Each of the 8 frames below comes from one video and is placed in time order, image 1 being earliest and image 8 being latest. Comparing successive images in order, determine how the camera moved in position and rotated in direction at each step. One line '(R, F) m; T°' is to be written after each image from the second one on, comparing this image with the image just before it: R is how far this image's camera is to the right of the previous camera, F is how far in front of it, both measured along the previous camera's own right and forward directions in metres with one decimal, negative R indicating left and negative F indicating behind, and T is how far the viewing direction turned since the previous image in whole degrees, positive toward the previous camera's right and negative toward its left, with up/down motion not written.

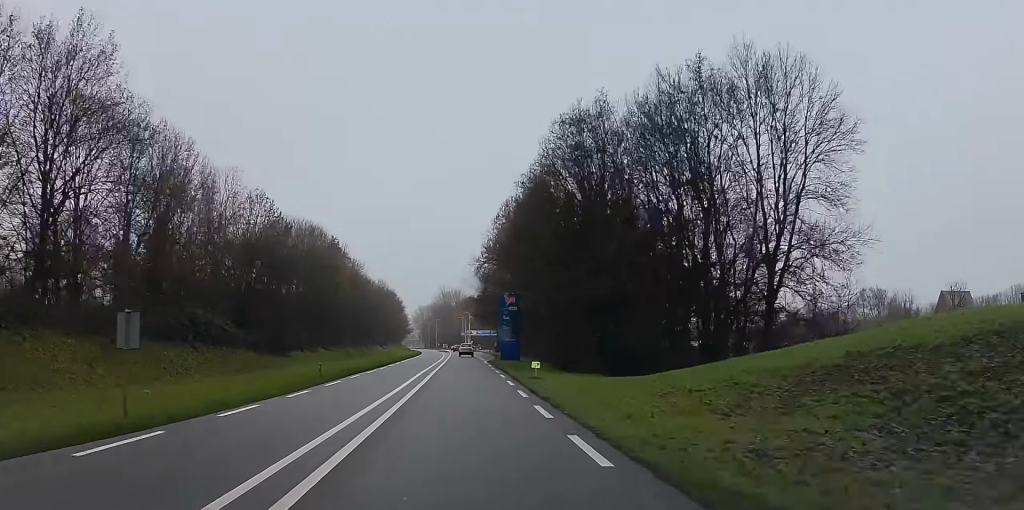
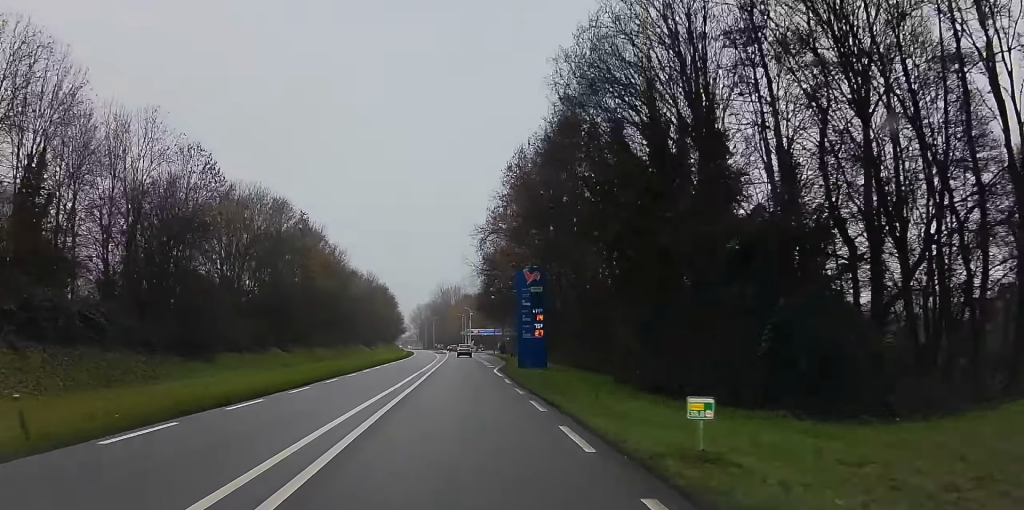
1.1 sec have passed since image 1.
(+0.4, +23.9) m; +5°
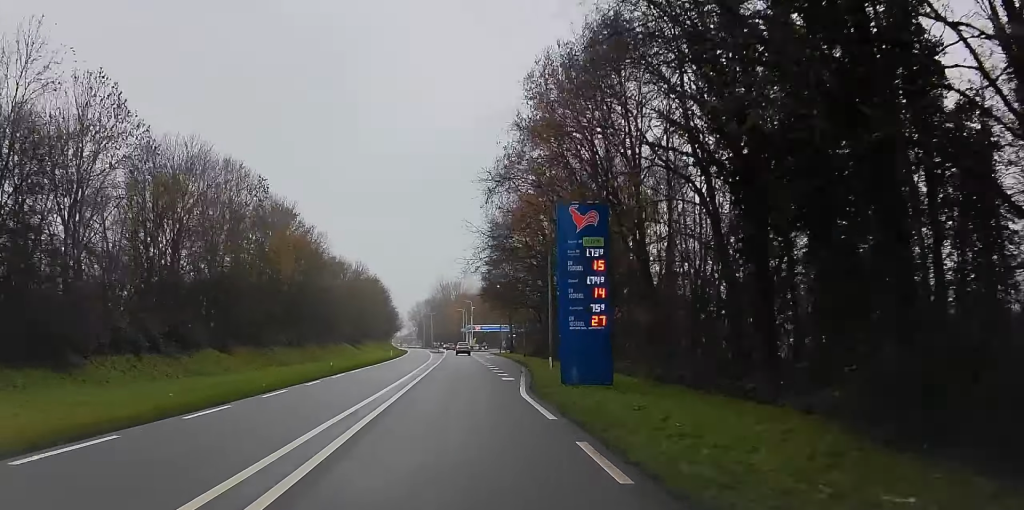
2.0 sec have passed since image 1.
(+1.3, +20.3) m; +3°
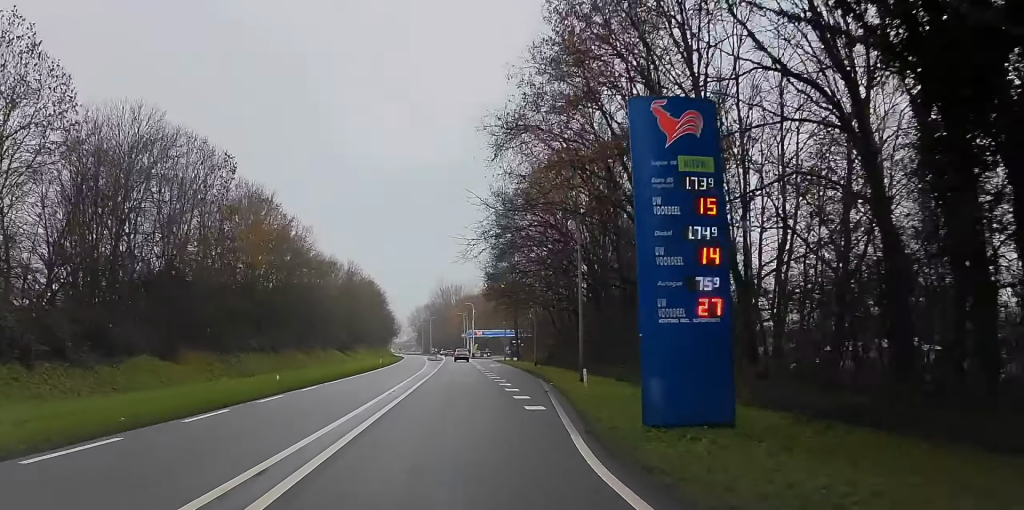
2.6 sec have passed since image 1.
(+0.4, +12.3) m; 0°
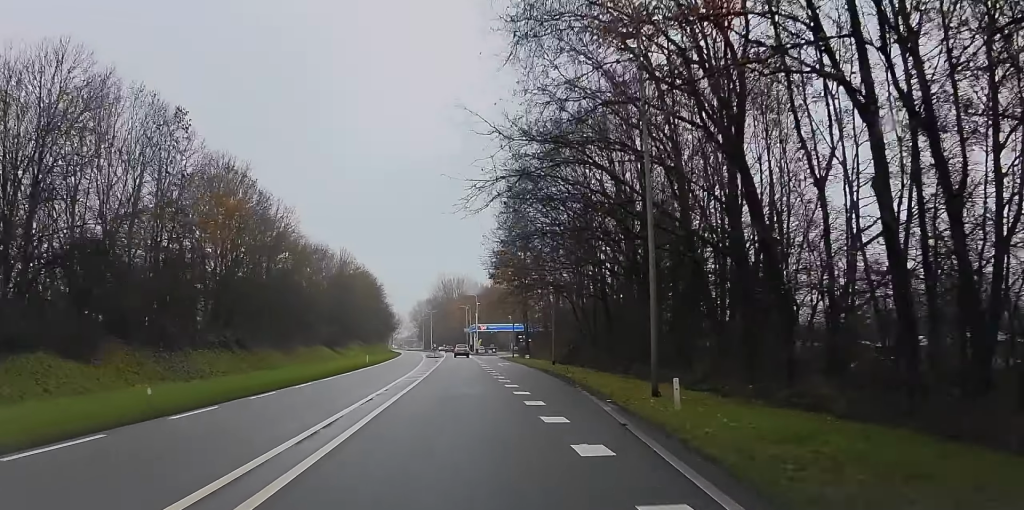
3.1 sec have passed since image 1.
(-0.7, +12.3) m; -2°
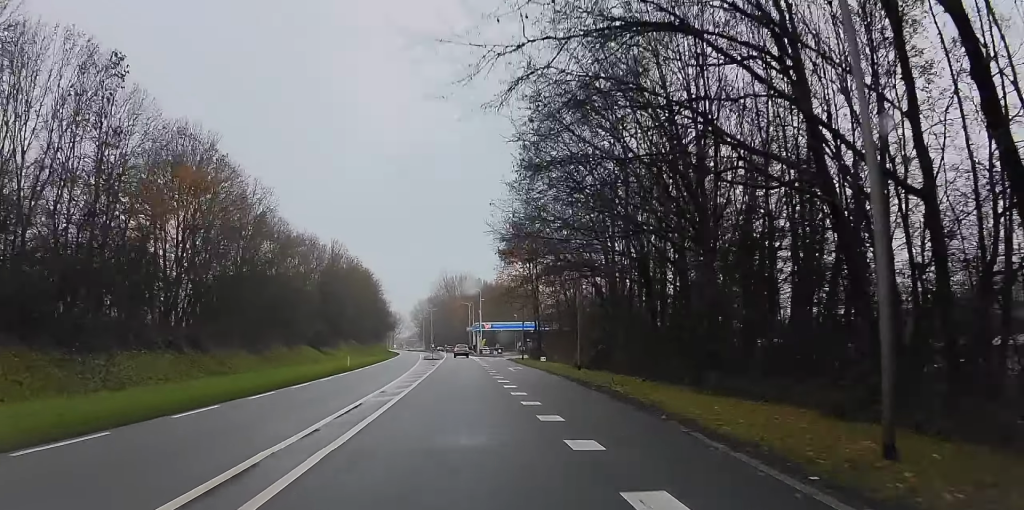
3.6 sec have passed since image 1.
(-0.2, +11.3) m; -2°
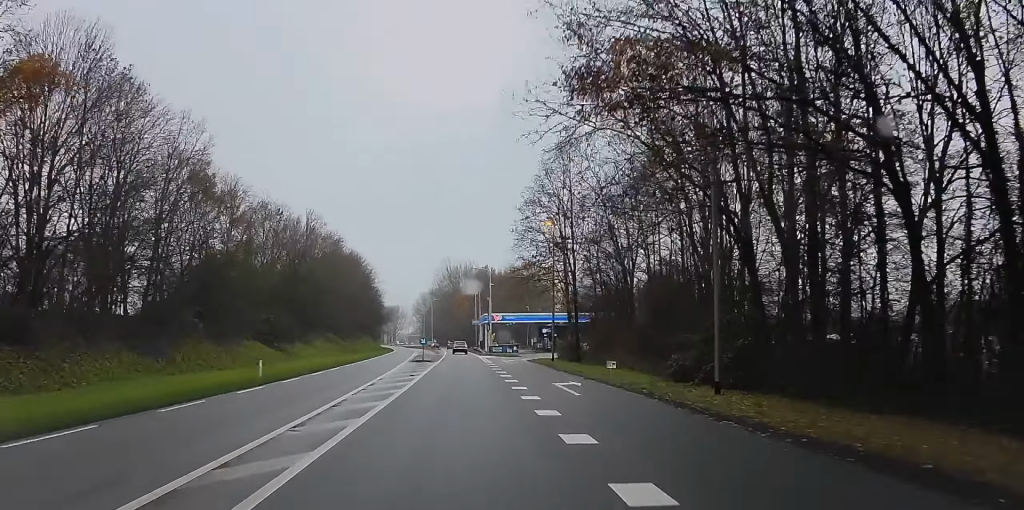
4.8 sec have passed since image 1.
(-0.3, +23.8) m; -2°
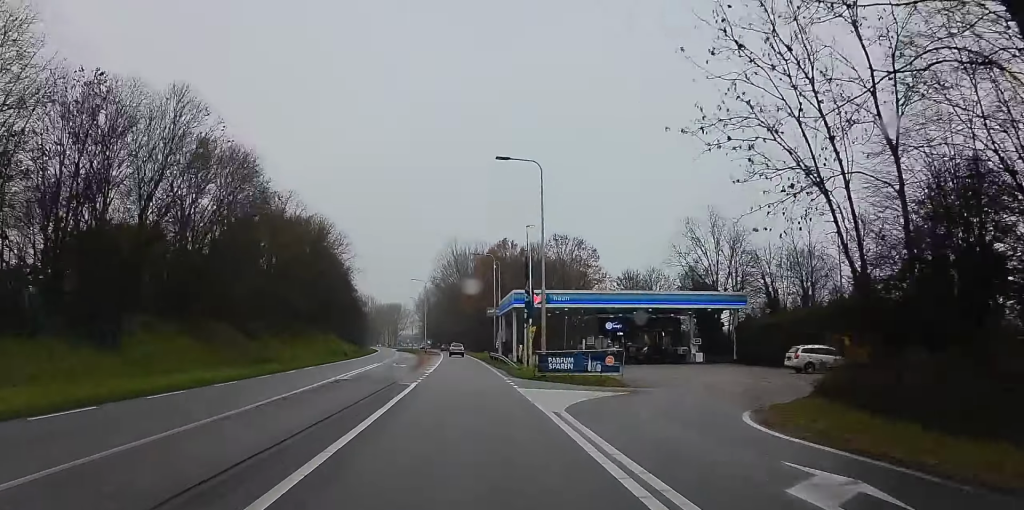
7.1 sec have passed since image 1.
(-2.2, +49.8) m; -2°
